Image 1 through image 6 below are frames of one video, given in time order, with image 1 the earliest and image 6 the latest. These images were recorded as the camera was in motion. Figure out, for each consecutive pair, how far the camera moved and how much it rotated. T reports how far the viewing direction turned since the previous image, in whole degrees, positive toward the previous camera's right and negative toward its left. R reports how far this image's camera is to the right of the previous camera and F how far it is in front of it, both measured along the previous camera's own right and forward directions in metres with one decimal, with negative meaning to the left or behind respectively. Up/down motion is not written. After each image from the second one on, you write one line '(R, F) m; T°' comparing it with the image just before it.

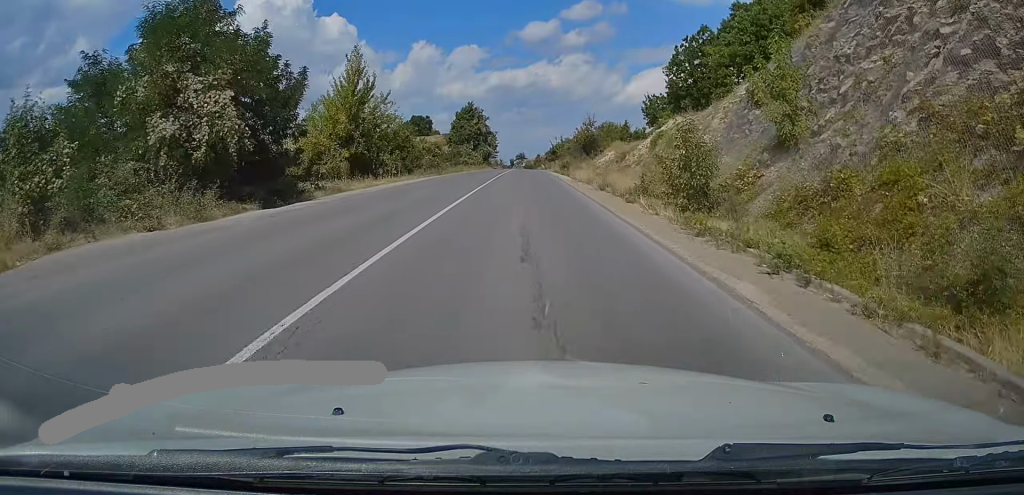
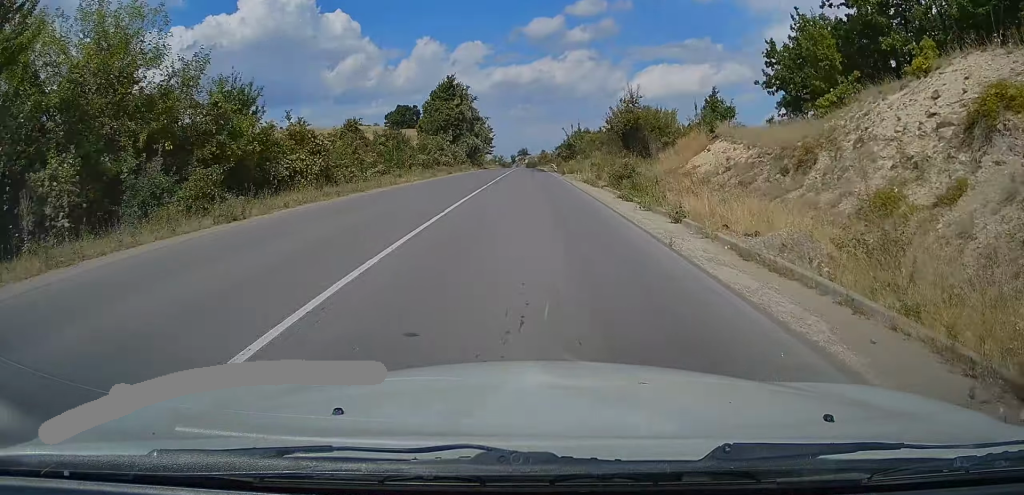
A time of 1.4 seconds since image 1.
(+0.1, +32.6) m; 0°
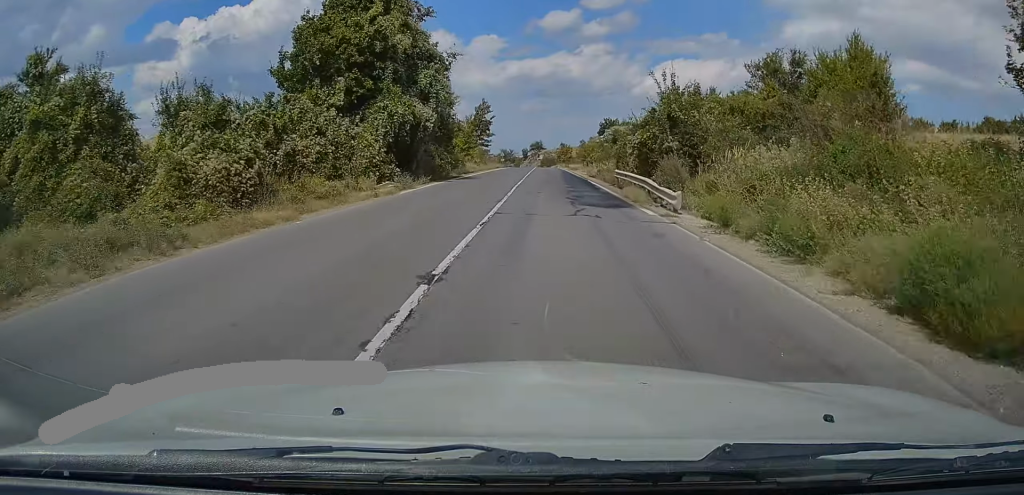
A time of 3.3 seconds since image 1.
(-0.3, +46.6) m; -1°
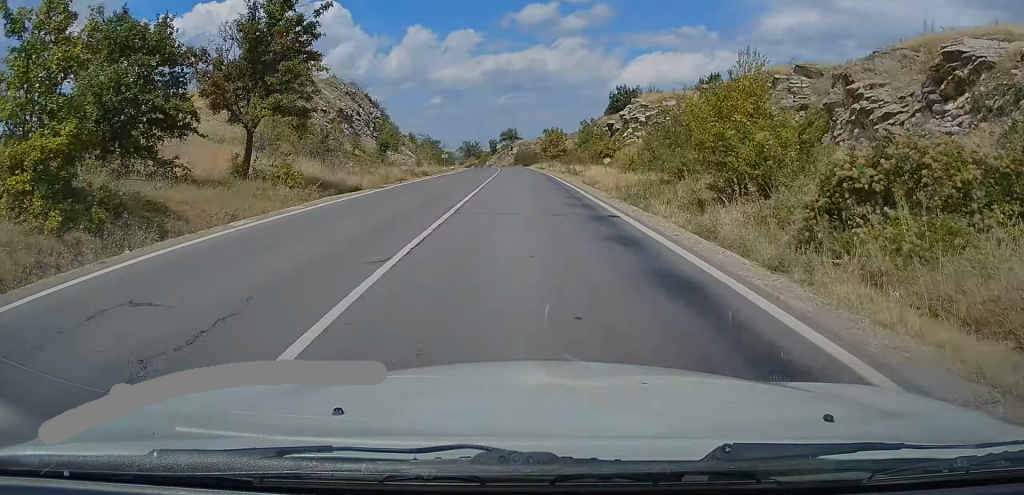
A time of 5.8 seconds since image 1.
(+0.8, +60.9) m; +1°
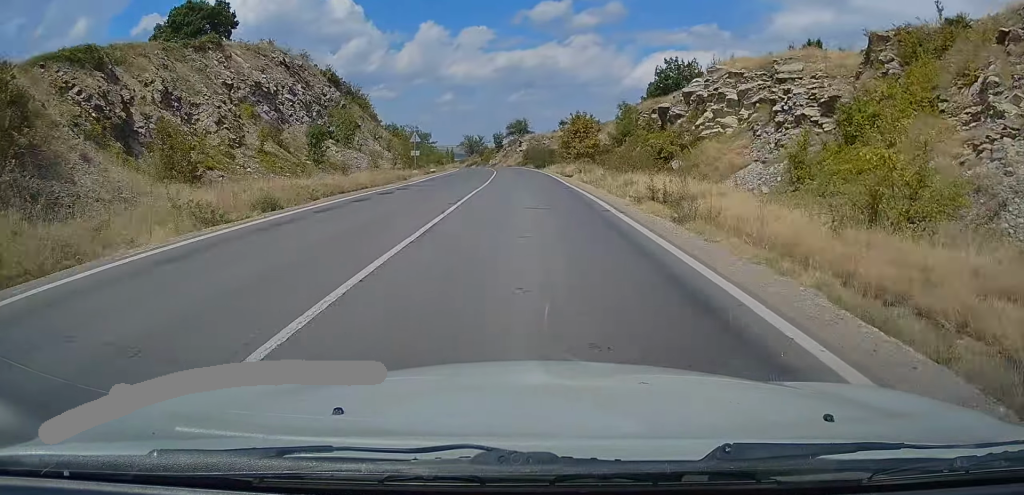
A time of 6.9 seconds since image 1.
(-0.2, +26.8) m; -1°
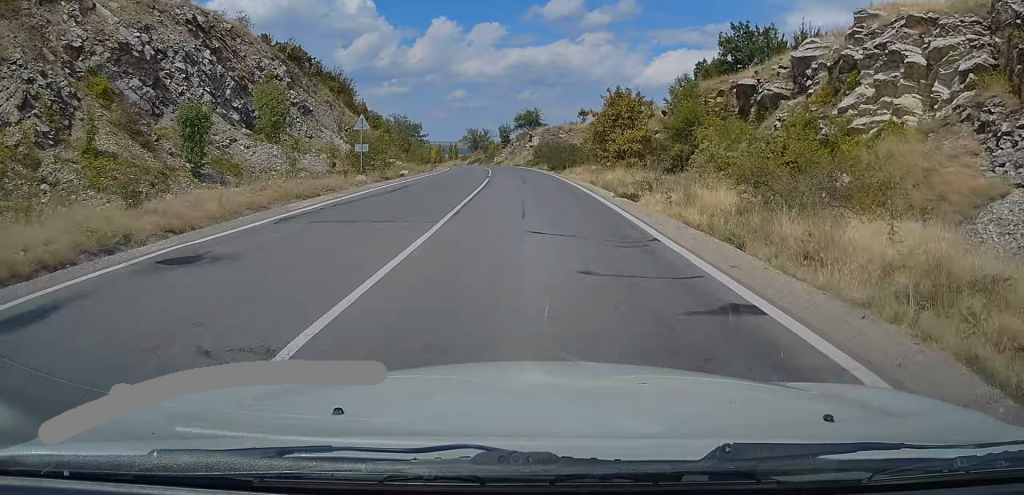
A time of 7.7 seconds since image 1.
(-0.2, +19.5) m; -1°
